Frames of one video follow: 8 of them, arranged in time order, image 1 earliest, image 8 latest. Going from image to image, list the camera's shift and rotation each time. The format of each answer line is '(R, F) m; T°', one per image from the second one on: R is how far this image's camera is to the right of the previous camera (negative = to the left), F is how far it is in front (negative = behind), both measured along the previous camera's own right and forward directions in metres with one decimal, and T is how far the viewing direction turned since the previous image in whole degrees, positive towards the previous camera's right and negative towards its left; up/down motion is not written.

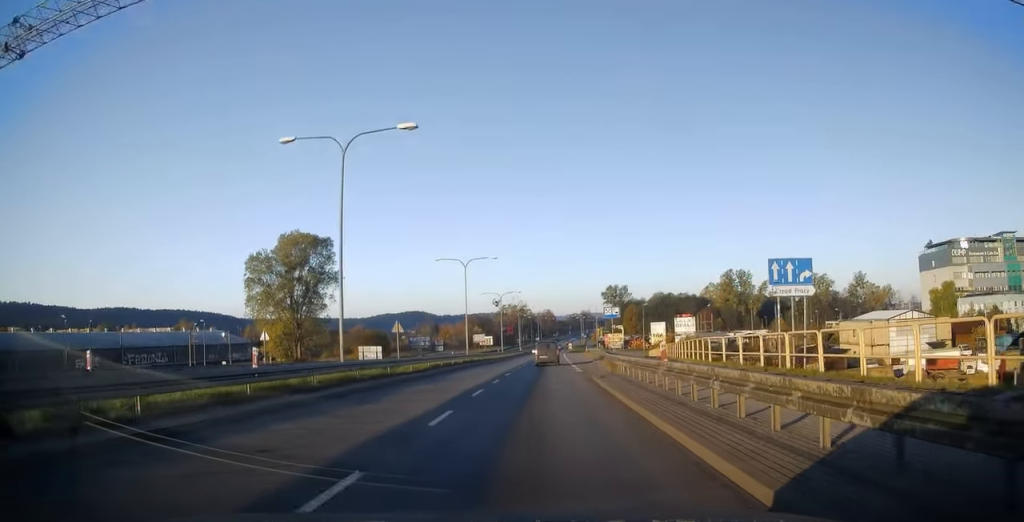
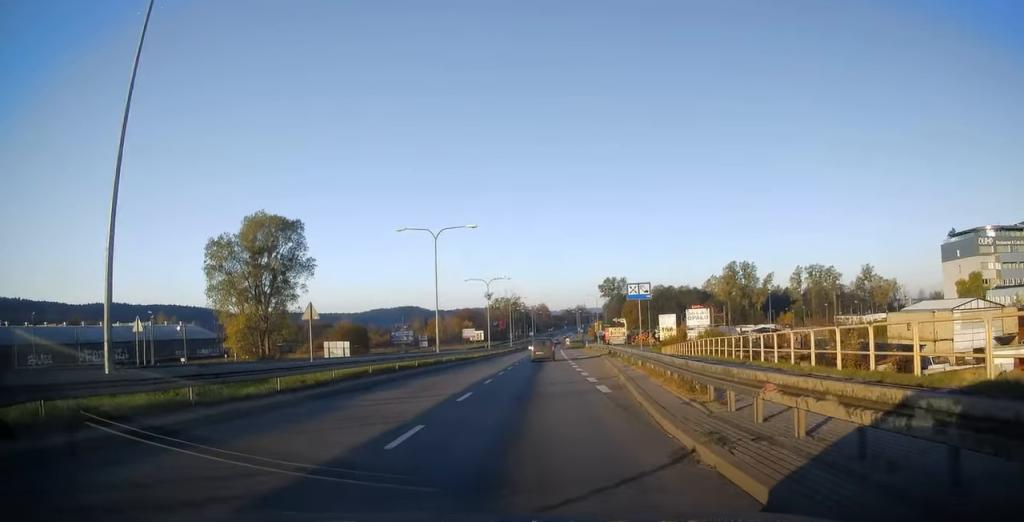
(-0.1, +14.2) m; -1°
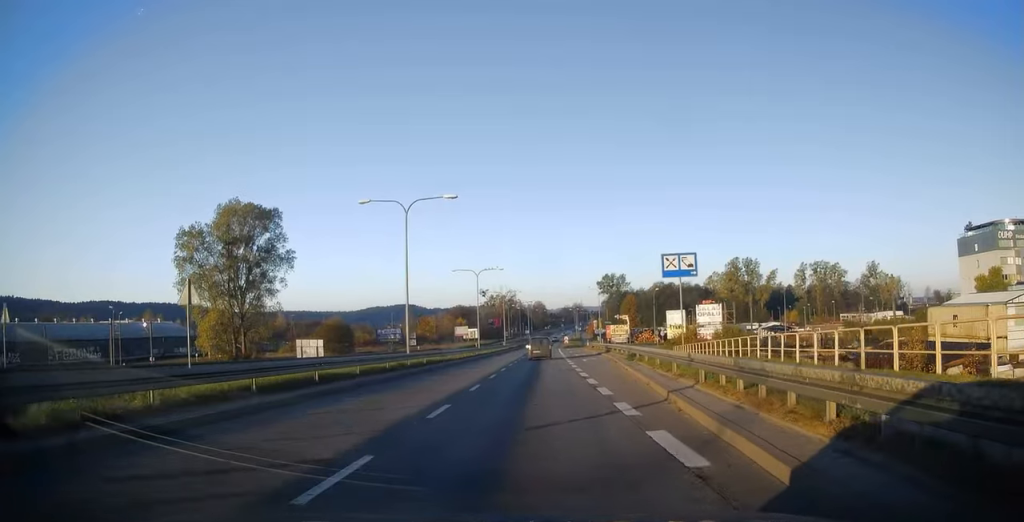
(-0.1, +9.2) m; -1°
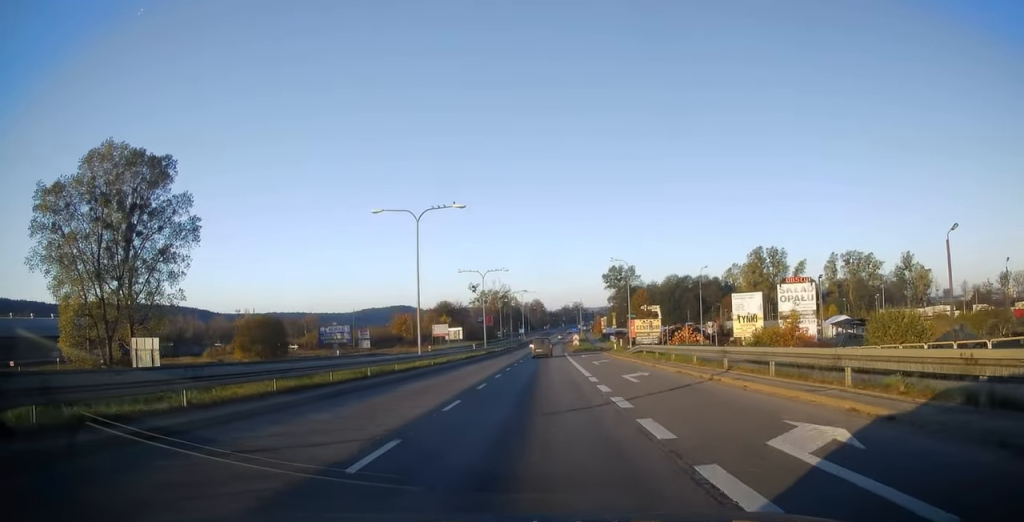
(+0.2, +35.2) m; +2°
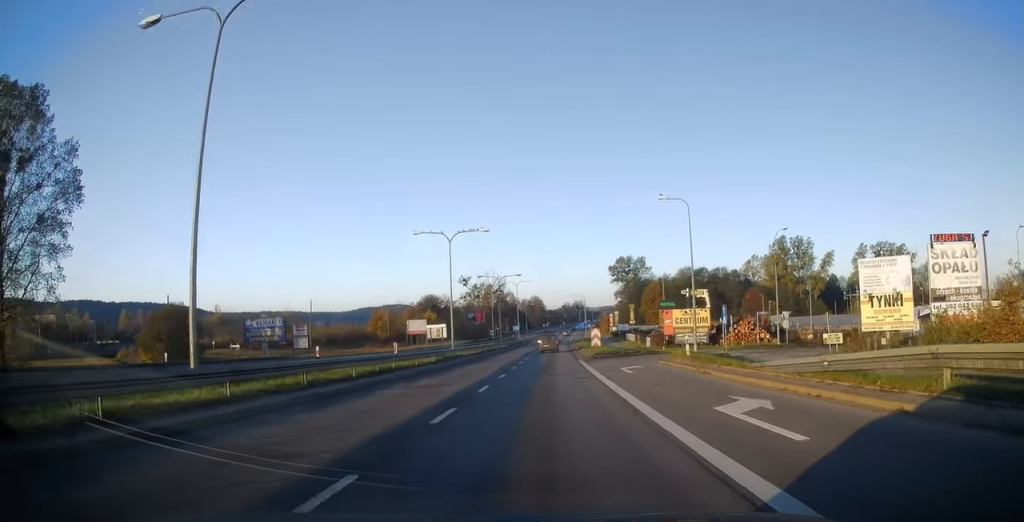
(0.0, +26.8) m; 0°
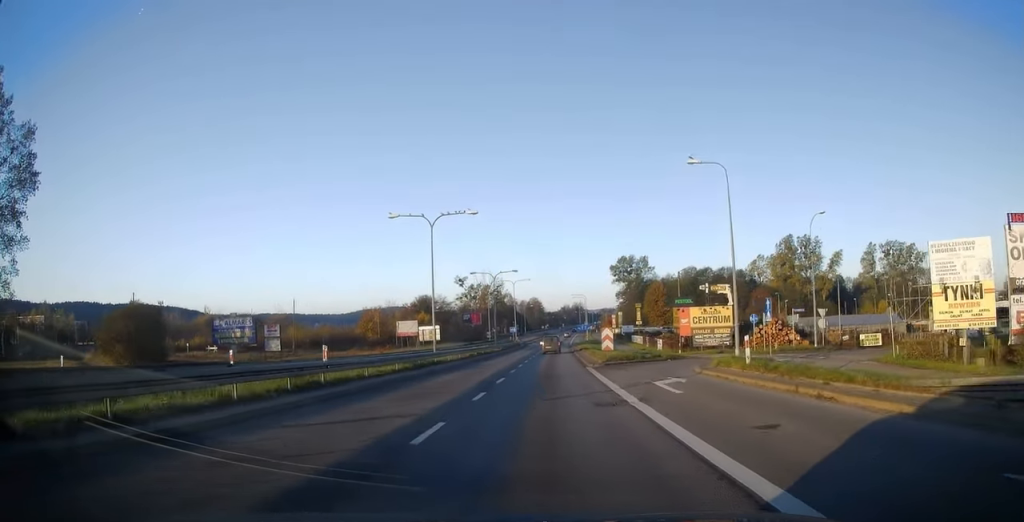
(+0.1, +7.9) m; 0°
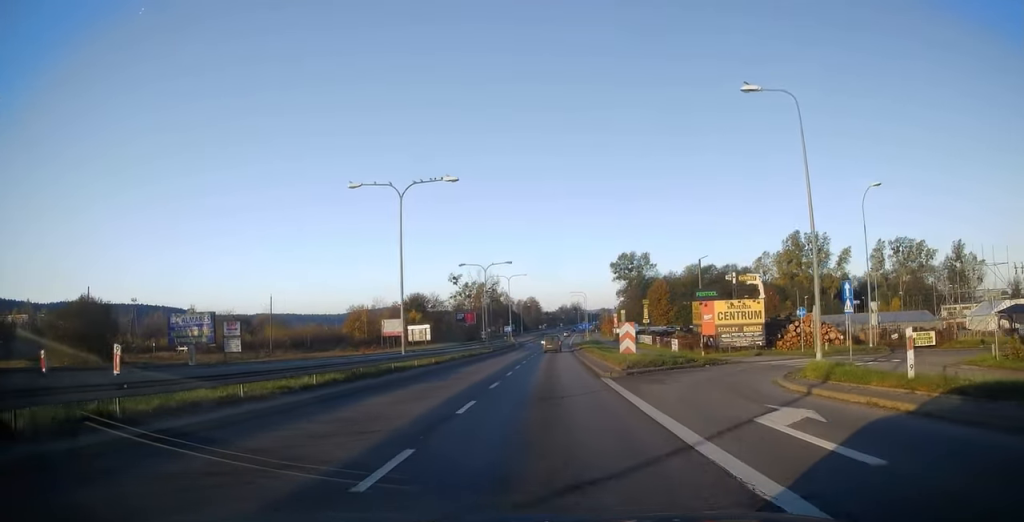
(+0.2, +8.8) m; 0°
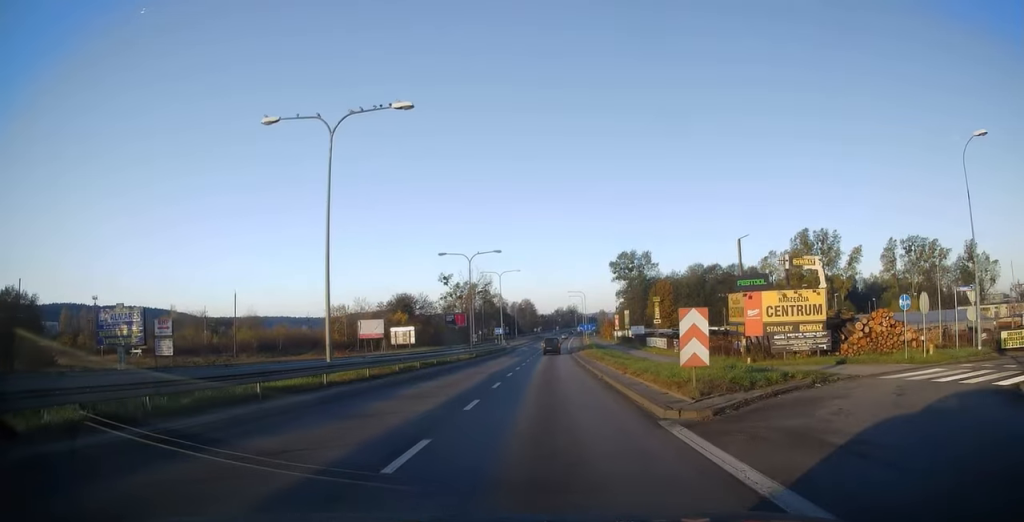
(-0.1, +11.3) m; 0°
